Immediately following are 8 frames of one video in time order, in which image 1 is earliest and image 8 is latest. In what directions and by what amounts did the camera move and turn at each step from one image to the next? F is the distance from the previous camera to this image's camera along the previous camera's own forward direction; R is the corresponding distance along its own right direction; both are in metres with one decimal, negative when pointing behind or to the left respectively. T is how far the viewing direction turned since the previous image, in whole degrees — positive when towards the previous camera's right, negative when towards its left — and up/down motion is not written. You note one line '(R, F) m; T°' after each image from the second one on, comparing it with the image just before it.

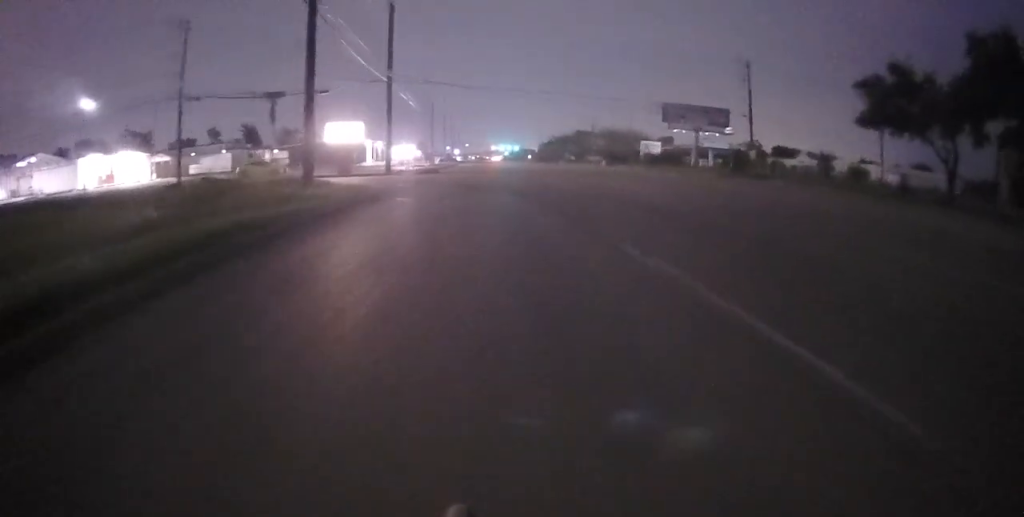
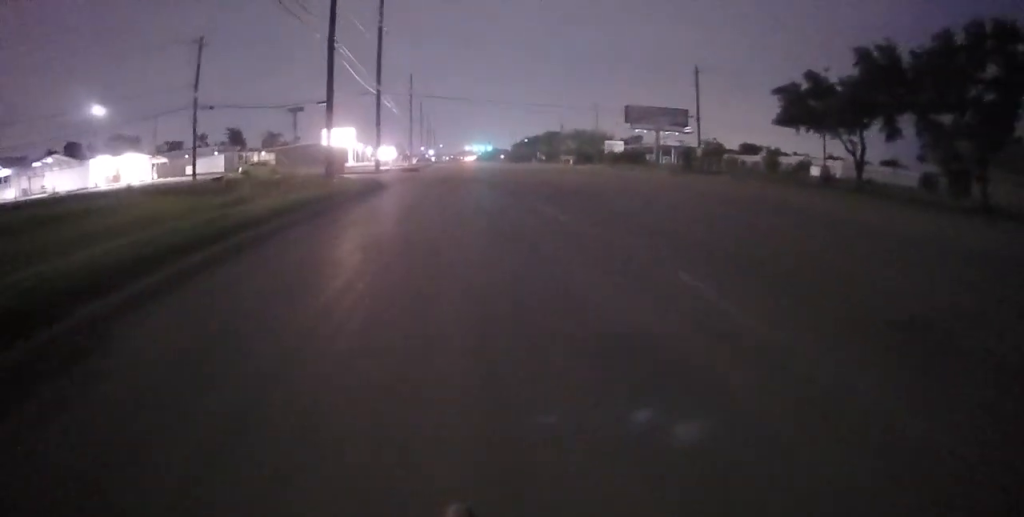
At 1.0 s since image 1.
(0.0, +6.7) m; +3°
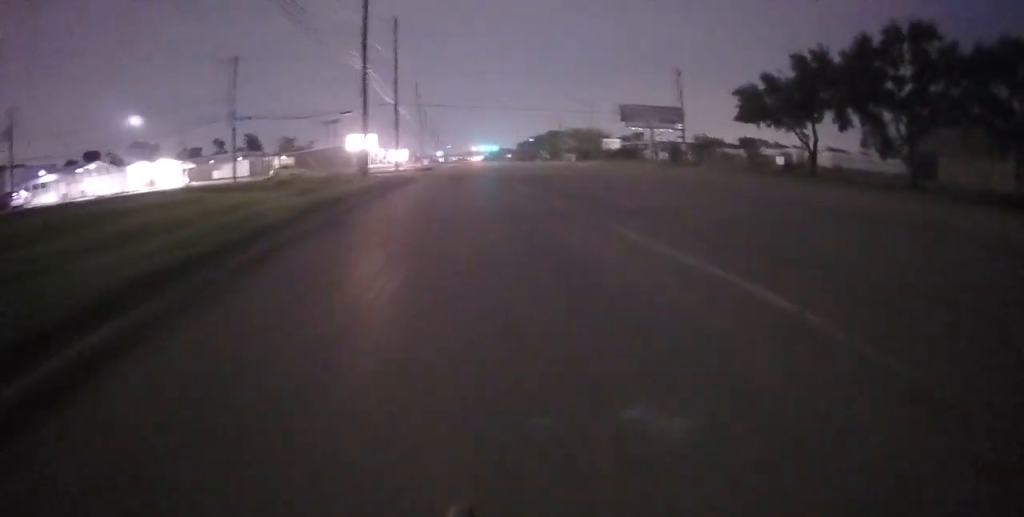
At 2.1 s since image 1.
(+0.2, +6.6) m; +2°
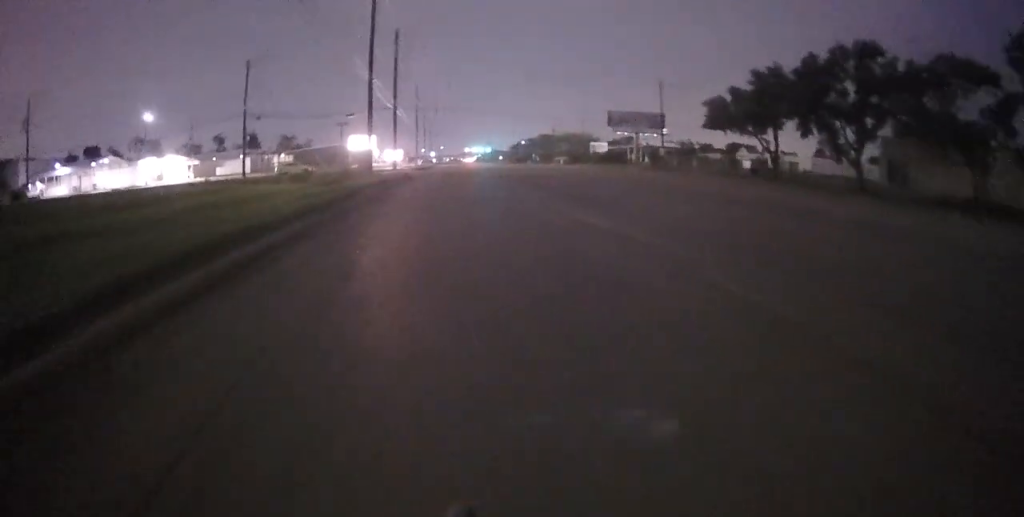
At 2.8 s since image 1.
(0.0, +4.5) m; 0°
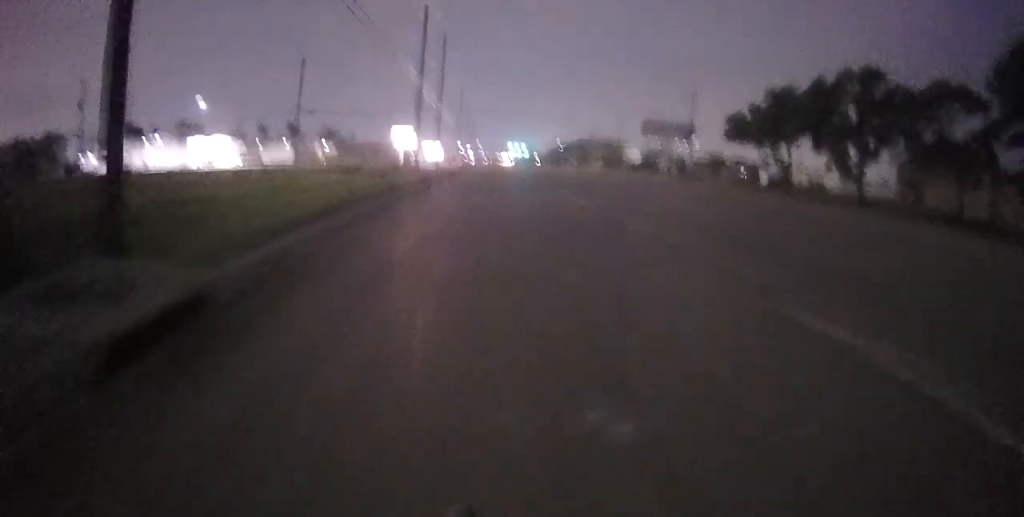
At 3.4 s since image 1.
(0.0, +3.8) m; 0°
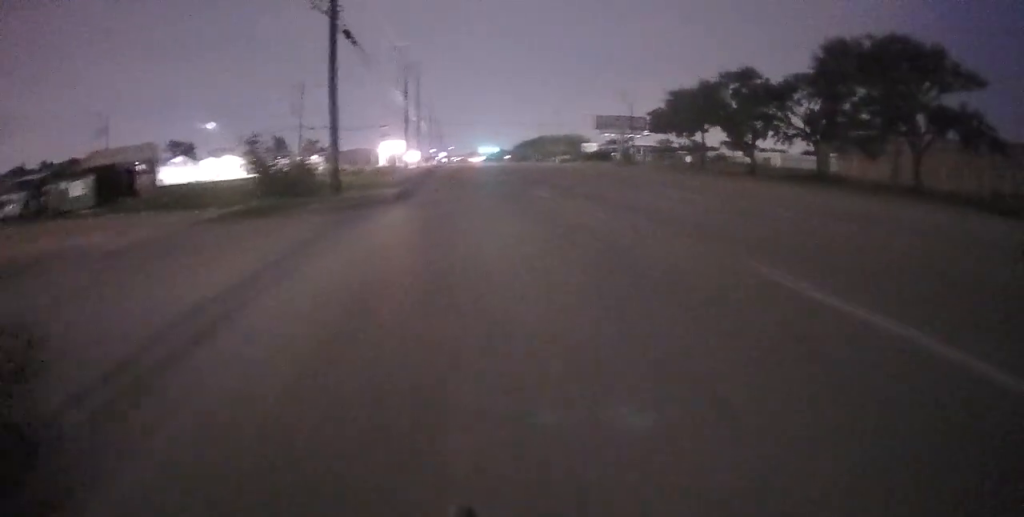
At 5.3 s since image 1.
(0.0, +12.6) m; 0°
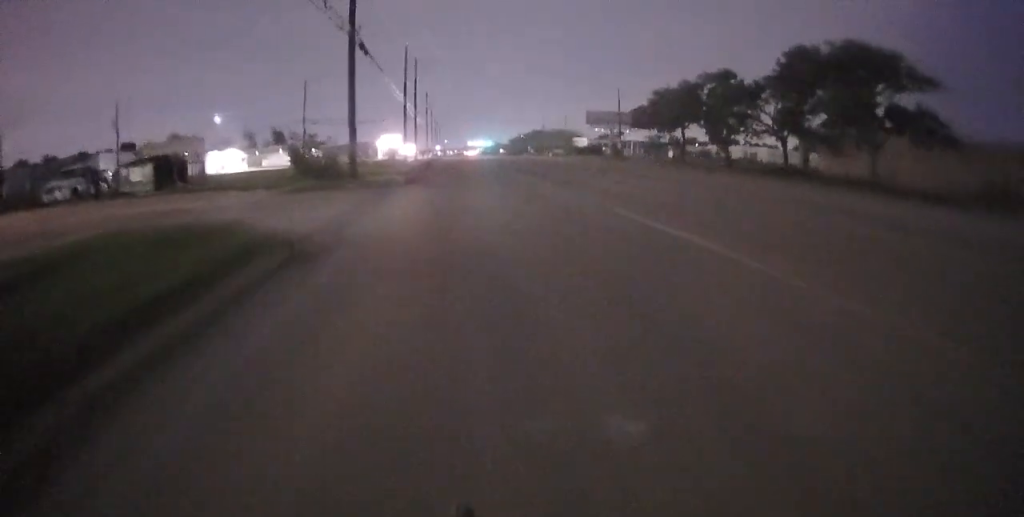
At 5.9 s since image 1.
(0.0, +4.3) m; 0°
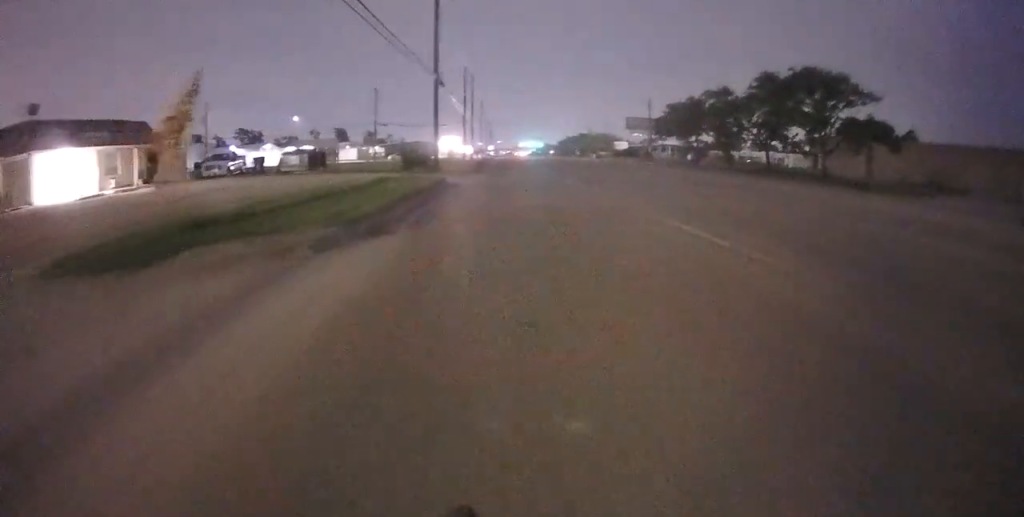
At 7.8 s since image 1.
(0.0, +12.8) m; 0°
